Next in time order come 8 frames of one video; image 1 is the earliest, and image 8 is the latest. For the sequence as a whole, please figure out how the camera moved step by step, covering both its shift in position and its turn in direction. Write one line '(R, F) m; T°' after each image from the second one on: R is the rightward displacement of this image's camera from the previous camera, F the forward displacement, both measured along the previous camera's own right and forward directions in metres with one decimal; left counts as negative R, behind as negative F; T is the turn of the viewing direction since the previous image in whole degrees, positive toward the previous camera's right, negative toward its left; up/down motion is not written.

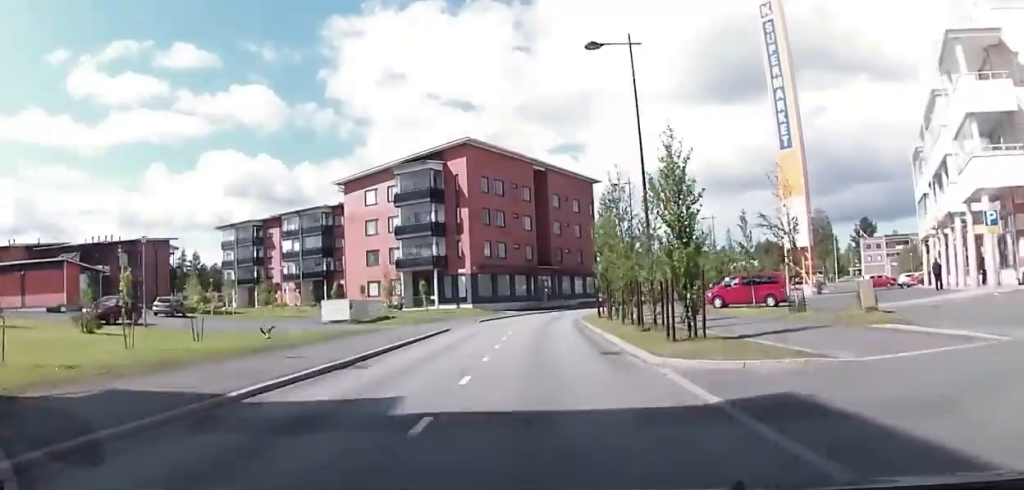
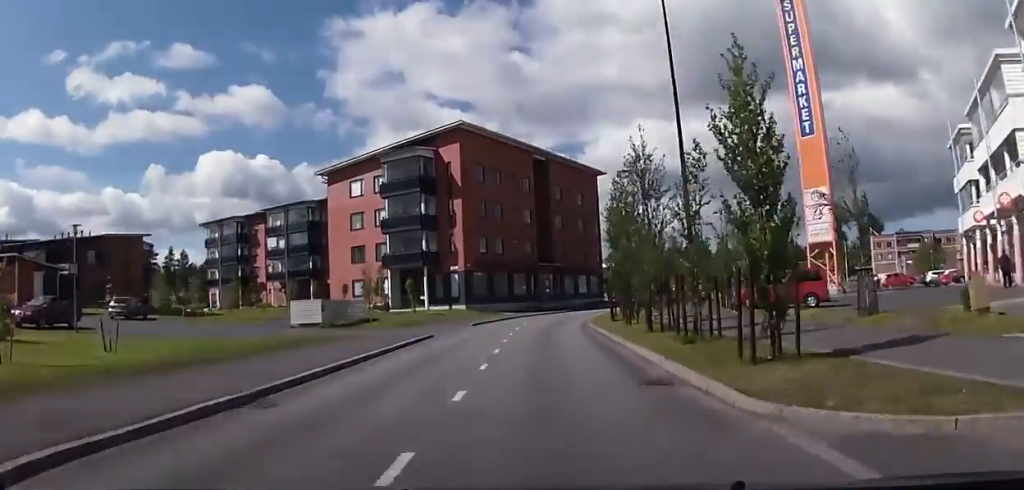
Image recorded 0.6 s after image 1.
(-0.4, +5.8) m; +2°
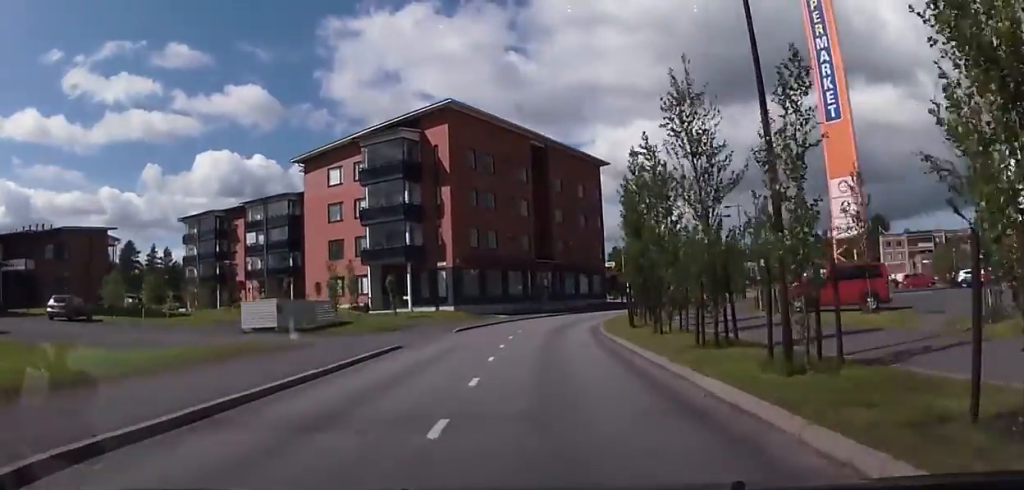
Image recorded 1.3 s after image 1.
(+0.5, +6.4) m; 0°
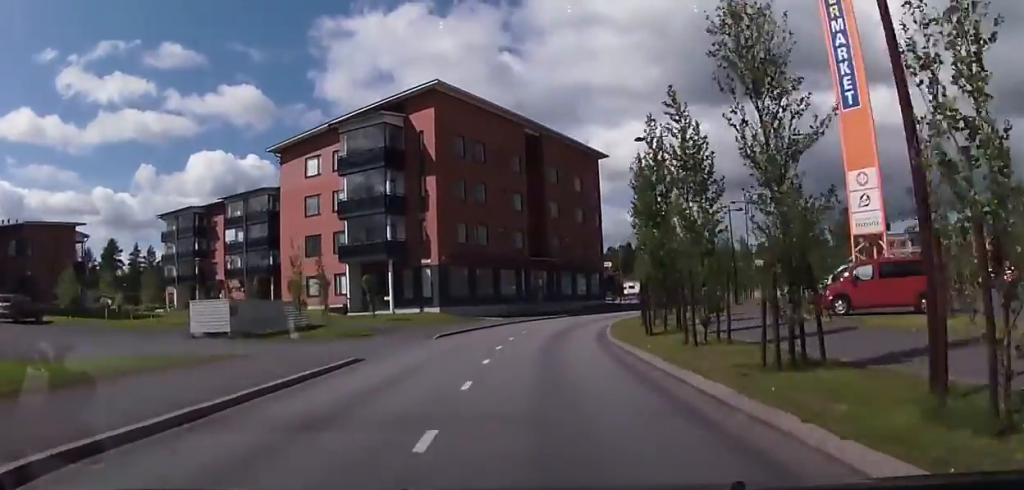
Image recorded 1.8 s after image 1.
(+0.4, +4.6) m; 0°
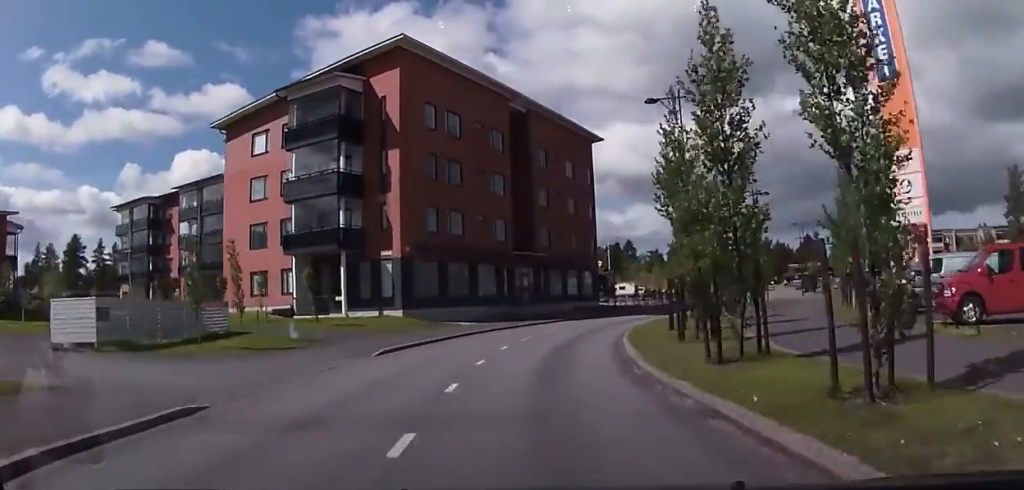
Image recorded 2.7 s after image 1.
(-0.9, +8.3) m; -3°
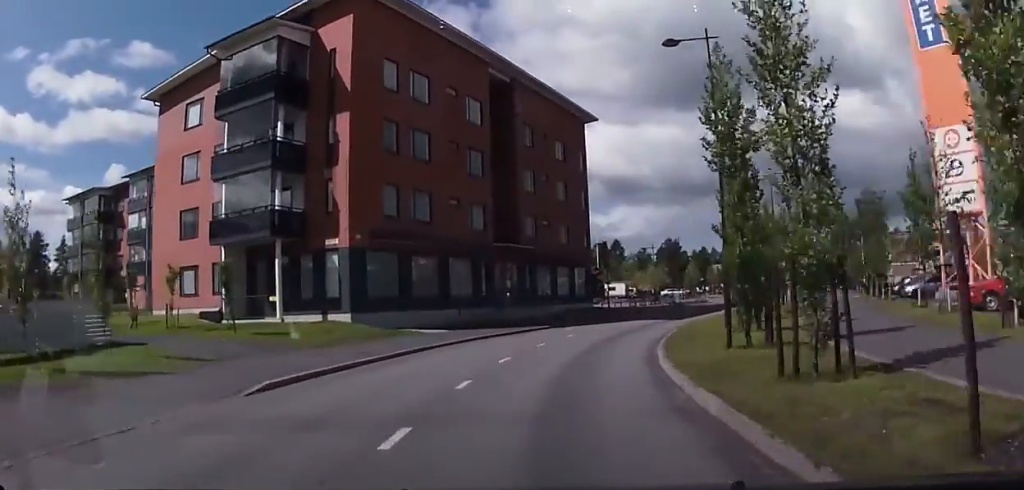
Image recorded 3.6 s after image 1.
(+0.5, +7.8) m; +6°
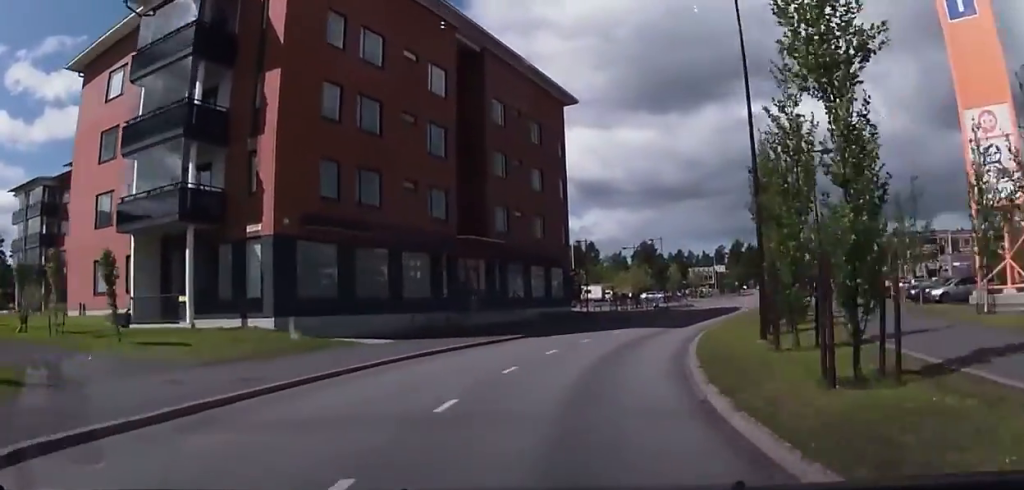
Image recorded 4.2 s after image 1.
(+0.3, +5.9) m; +3°
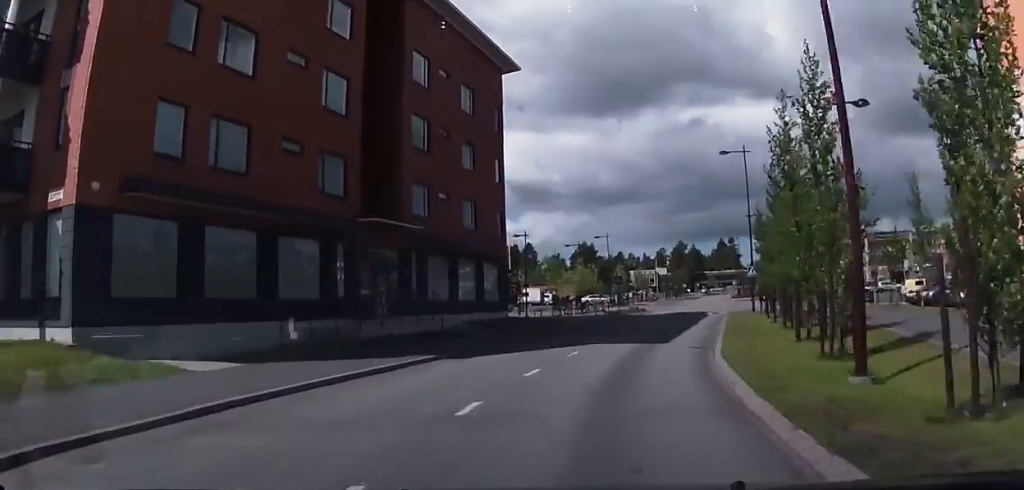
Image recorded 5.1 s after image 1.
(+0.3, +8.1) m; +3°
